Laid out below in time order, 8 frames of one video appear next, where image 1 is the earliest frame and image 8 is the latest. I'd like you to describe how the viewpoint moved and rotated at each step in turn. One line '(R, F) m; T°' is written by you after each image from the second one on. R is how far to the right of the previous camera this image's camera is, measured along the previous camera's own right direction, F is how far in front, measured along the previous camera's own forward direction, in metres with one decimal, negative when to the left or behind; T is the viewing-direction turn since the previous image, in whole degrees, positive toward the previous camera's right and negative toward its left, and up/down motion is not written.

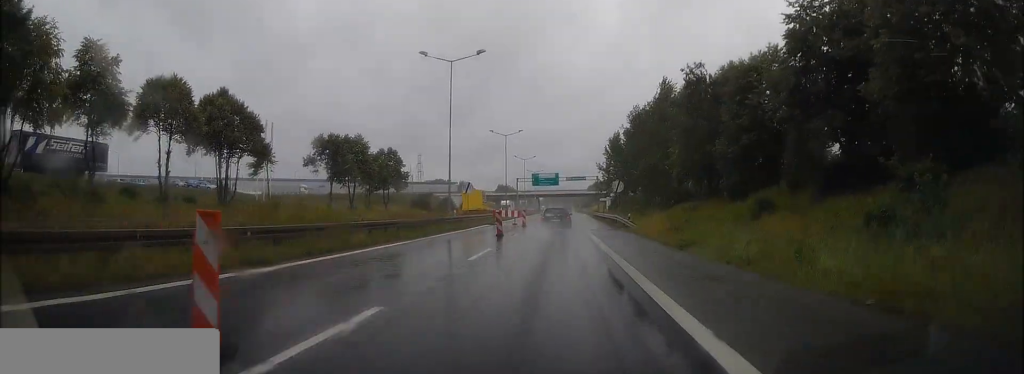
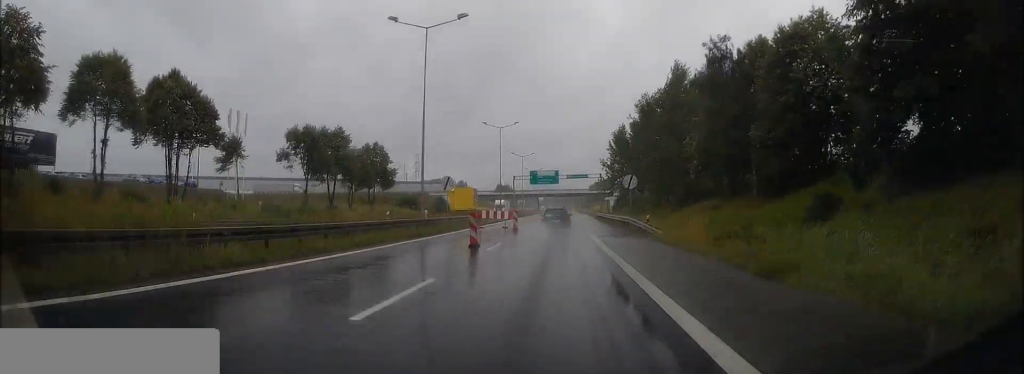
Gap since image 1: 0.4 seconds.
(0.0, +8.6) m; 0°
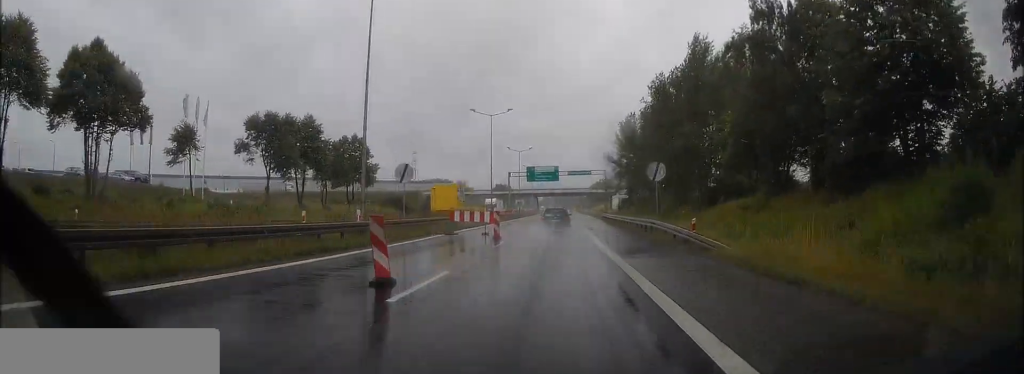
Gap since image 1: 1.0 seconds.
(0.0, +10.6) m; 0°
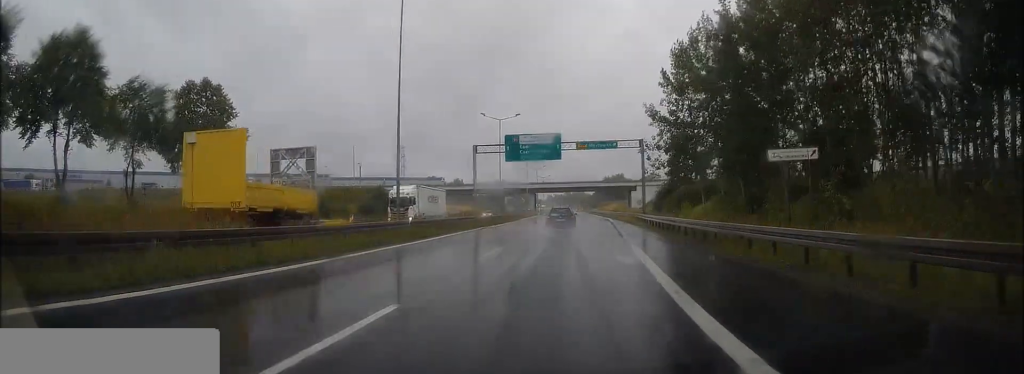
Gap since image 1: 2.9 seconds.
(-0.1, +40.7) m; 0°
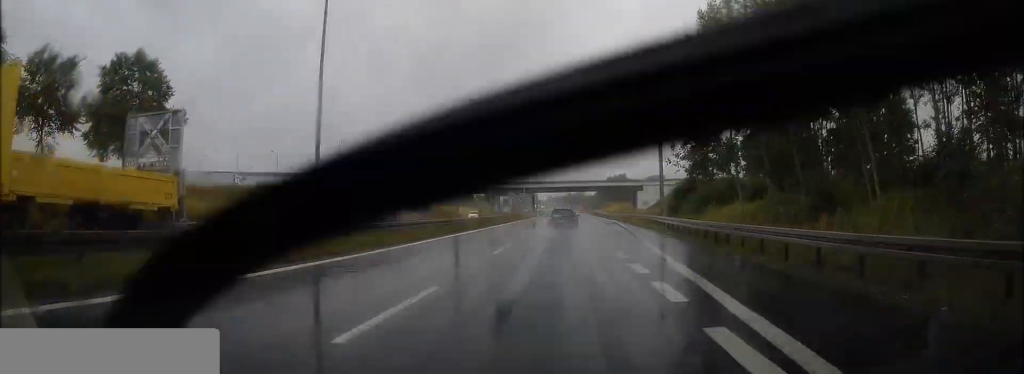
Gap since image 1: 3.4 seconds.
(0.0, +10.1) m; 0°
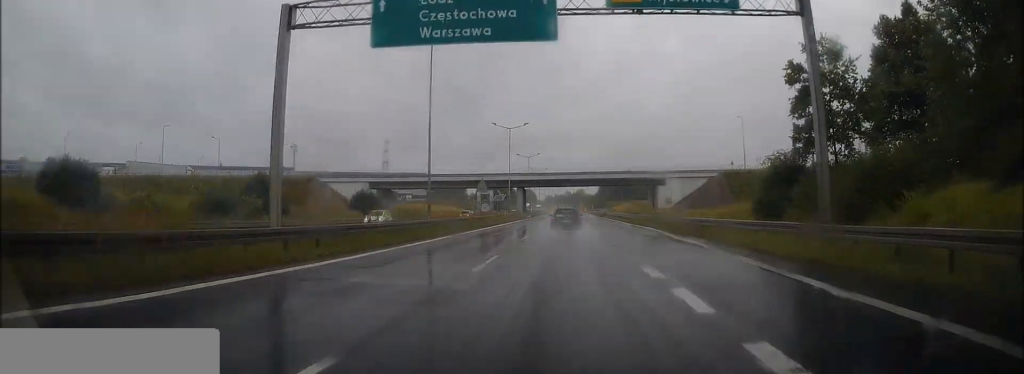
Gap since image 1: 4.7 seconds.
(+0.1, +29.4) m; 0°
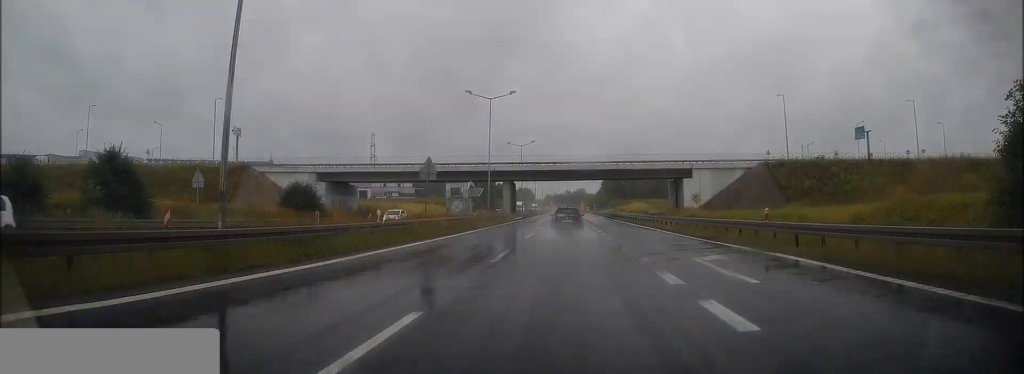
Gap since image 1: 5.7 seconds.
(0.0, +21.9) m; 0°
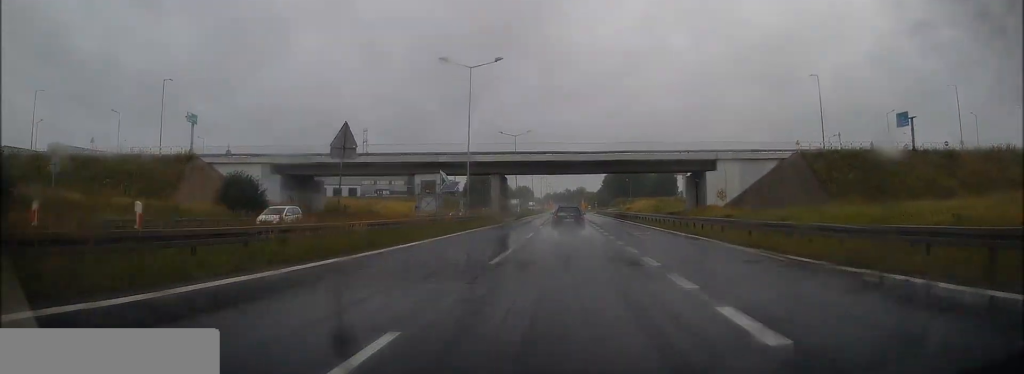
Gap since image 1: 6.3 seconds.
(0.0, +12.9) m; 0°
